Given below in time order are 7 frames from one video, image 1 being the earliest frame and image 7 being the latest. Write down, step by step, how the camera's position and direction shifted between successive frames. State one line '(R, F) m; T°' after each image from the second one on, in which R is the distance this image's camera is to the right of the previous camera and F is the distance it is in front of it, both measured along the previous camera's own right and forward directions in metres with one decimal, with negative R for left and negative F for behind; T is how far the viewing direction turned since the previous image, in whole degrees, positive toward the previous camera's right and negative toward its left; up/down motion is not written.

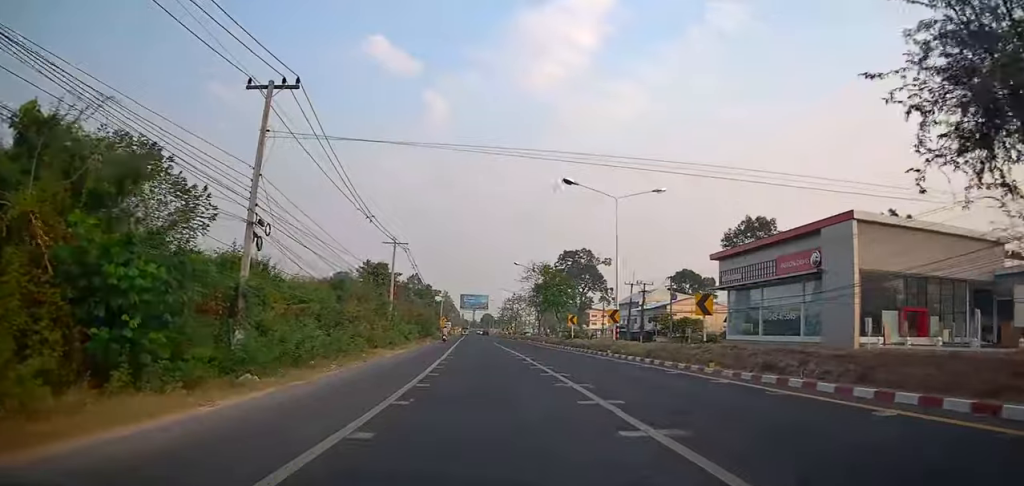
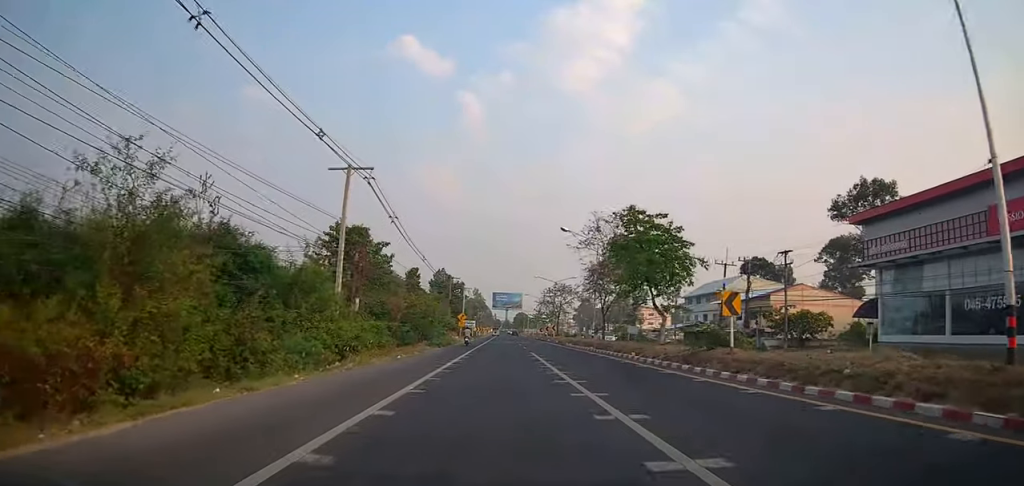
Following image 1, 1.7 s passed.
(-1.5, +25.6) m; -1°
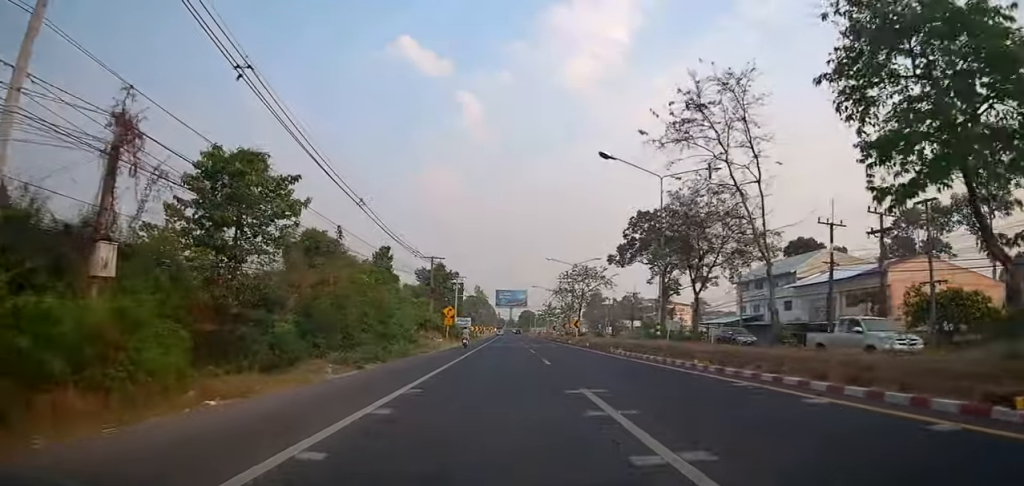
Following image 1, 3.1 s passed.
(-0.1, +20.7) m; -2°
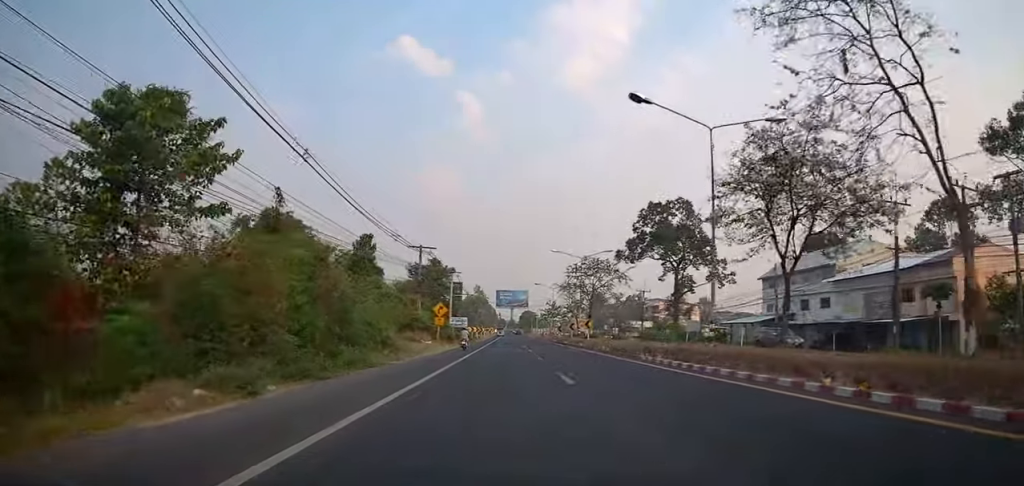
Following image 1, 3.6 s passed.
(-0.4, +7.6) m; 0°
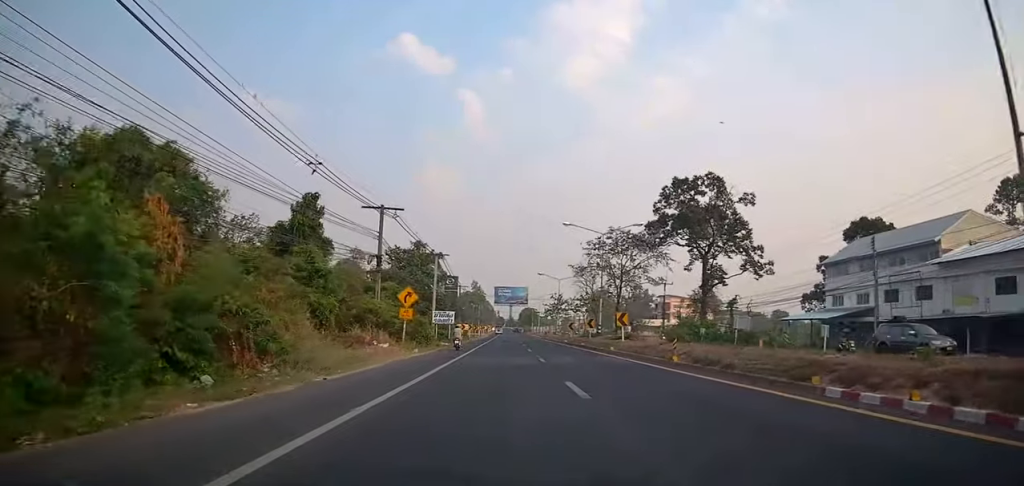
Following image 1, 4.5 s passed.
(+0.3, +14.5) m; 0°
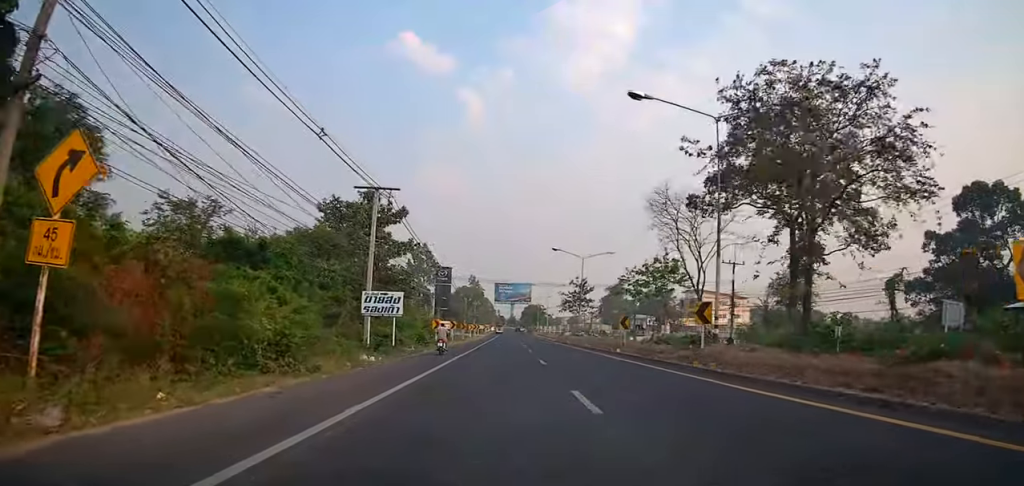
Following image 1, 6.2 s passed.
(-0.7, +26.0) m; -2°
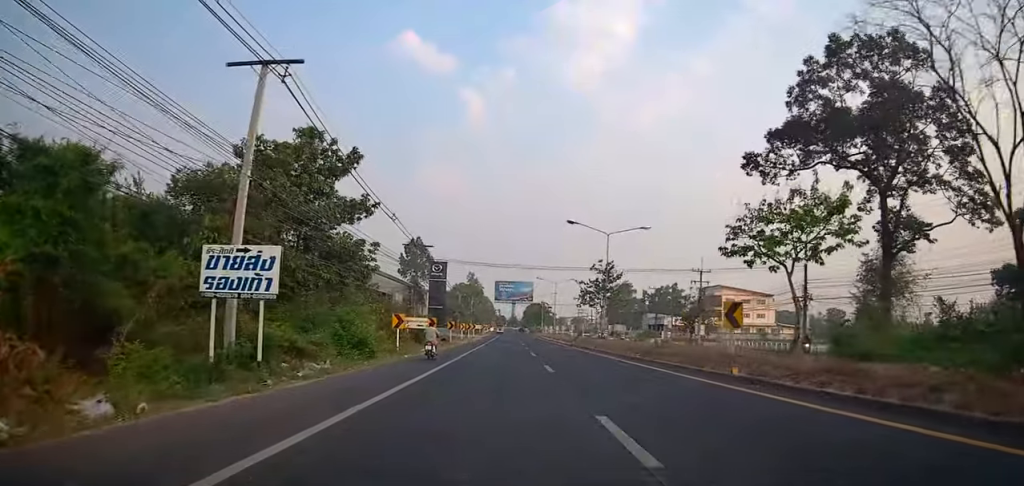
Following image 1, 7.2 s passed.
(+0.2, +15.1) m; +2°
